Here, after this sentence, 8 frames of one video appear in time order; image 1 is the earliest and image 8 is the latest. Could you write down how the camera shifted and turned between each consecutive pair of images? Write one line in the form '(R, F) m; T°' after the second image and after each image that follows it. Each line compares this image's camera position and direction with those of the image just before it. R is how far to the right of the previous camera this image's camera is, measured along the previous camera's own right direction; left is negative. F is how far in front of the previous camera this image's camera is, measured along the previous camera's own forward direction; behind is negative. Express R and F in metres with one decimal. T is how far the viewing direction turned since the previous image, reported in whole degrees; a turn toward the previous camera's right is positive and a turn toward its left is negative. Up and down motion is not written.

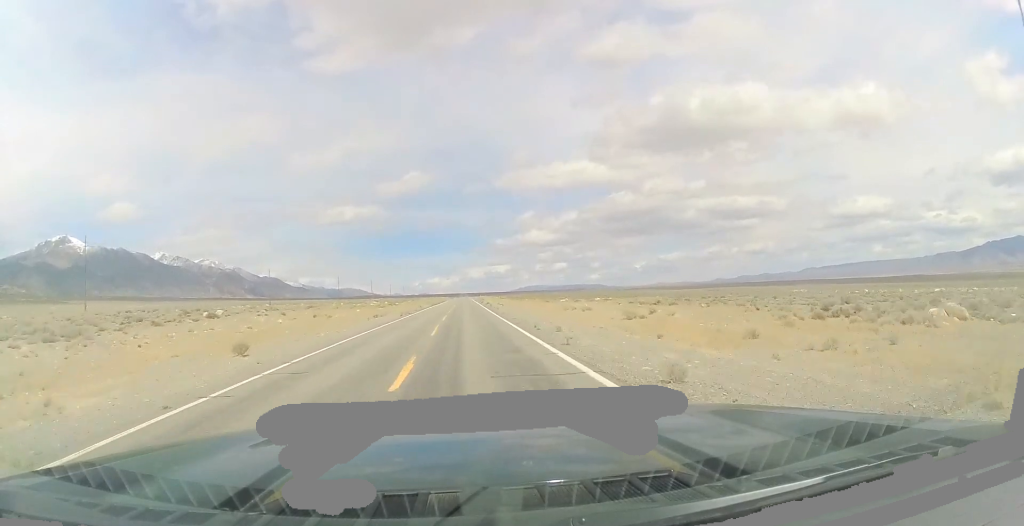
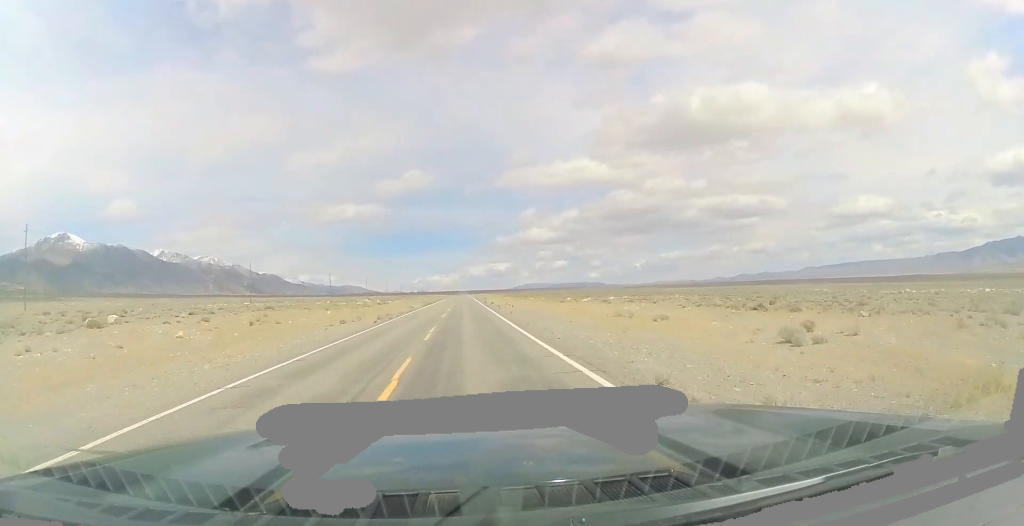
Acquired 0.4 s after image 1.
(0.0, +15.1) m; 0°
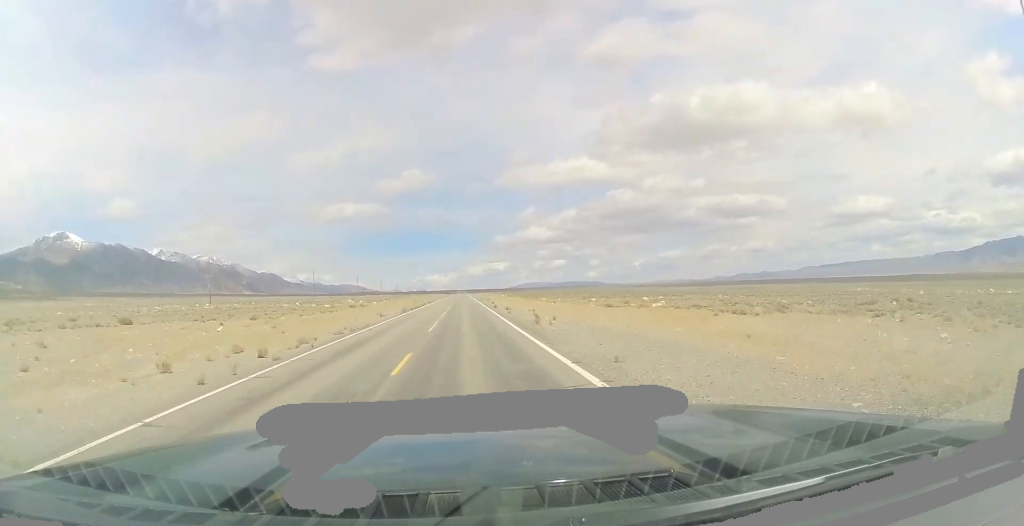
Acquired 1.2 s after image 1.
(0.0, +25.6) m; 0°
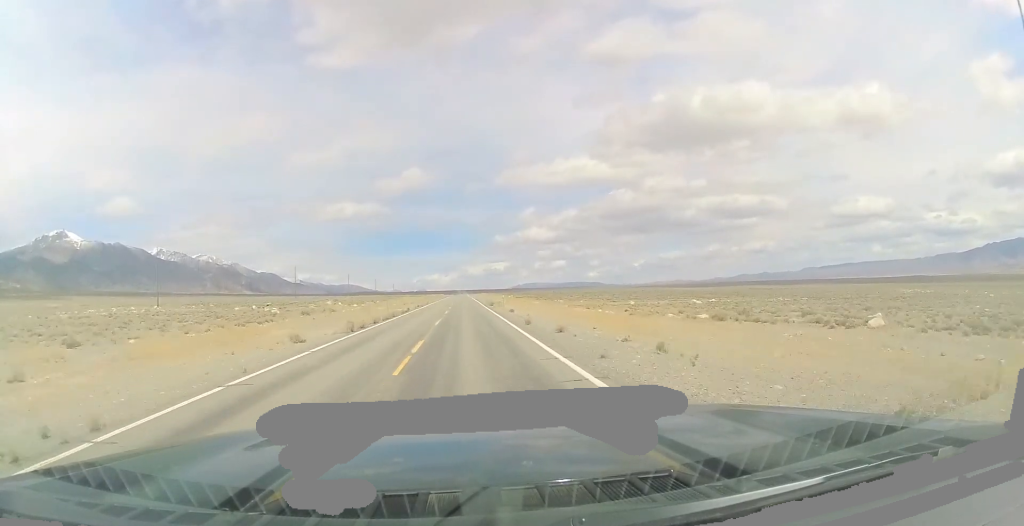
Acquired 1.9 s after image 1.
(0.0, +24.4) m; 0°
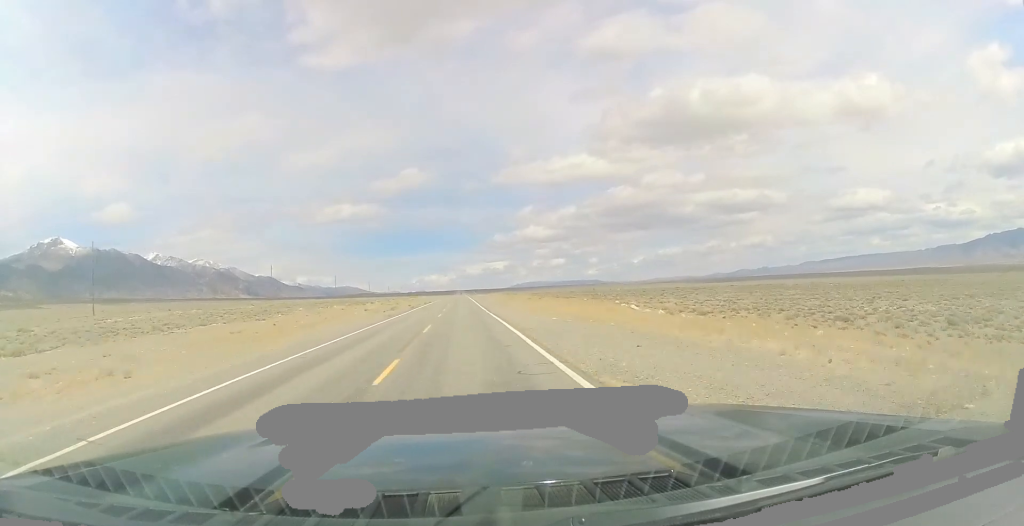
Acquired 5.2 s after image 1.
(+1.4, +115.2) m; +1°
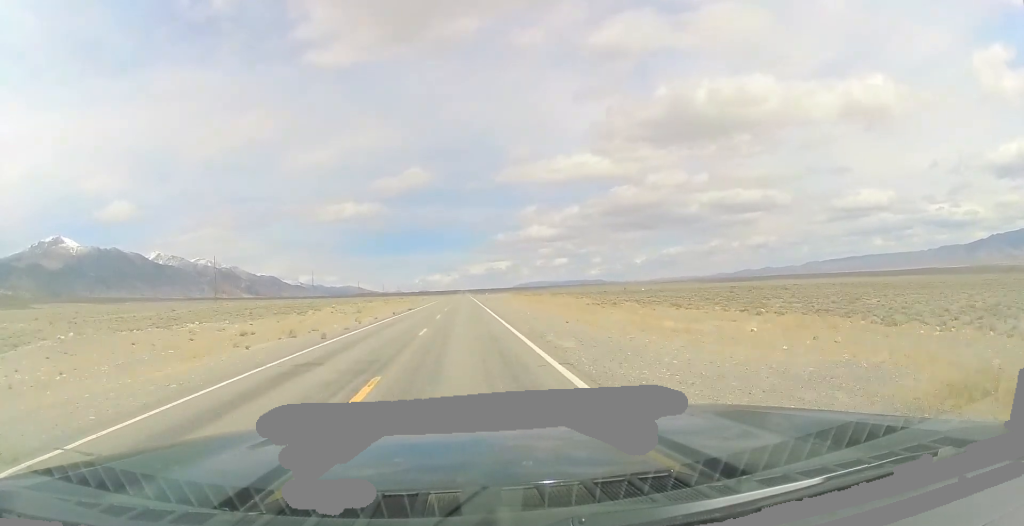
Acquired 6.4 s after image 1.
(-0.7, +43.1) m; -1°
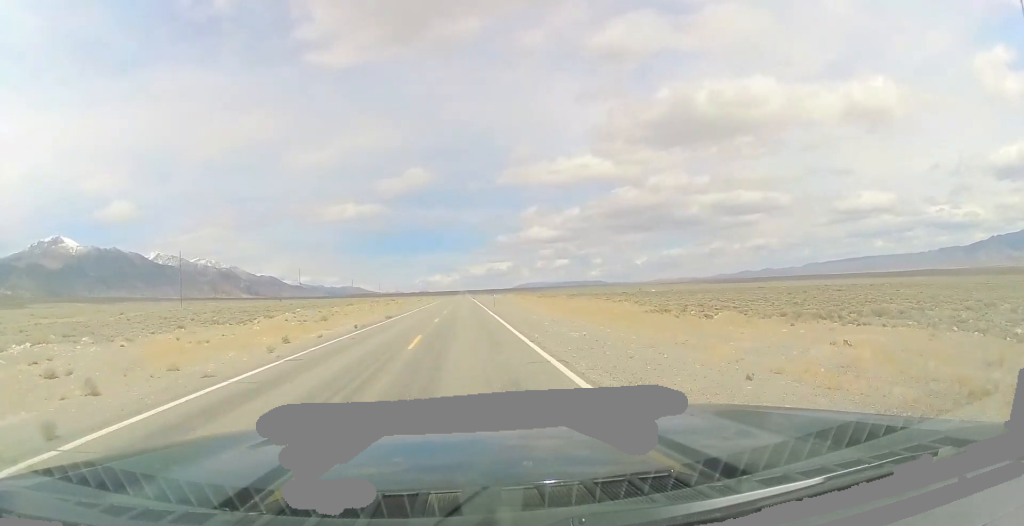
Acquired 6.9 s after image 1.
(0.0, +17.5) m; 0°
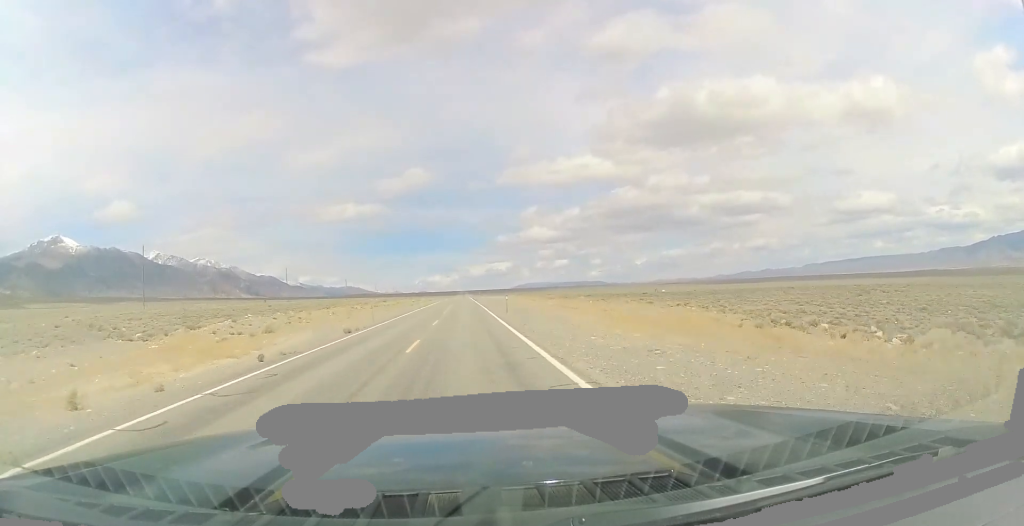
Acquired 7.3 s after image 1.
(0.0, +15.2) m; 0°
